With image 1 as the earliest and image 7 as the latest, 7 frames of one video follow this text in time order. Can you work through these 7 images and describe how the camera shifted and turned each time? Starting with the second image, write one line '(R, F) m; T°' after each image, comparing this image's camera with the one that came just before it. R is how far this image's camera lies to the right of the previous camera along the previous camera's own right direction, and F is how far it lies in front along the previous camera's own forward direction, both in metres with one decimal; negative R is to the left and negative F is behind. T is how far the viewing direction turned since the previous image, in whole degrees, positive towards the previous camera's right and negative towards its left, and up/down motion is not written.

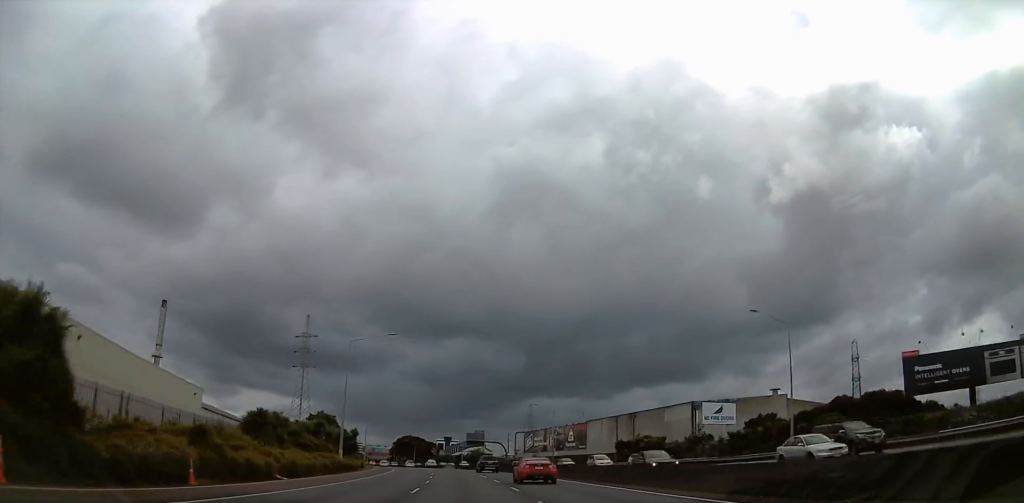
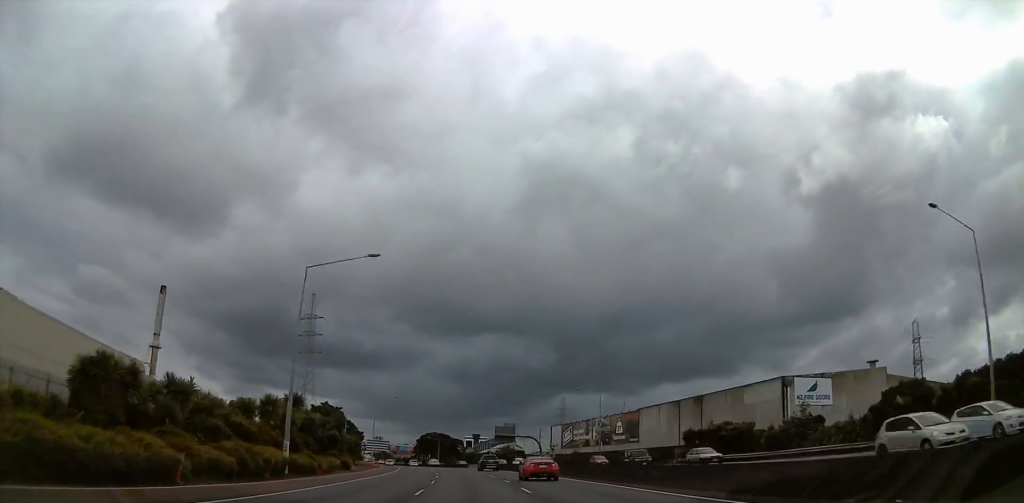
(0.0, +21.2) m; -1°
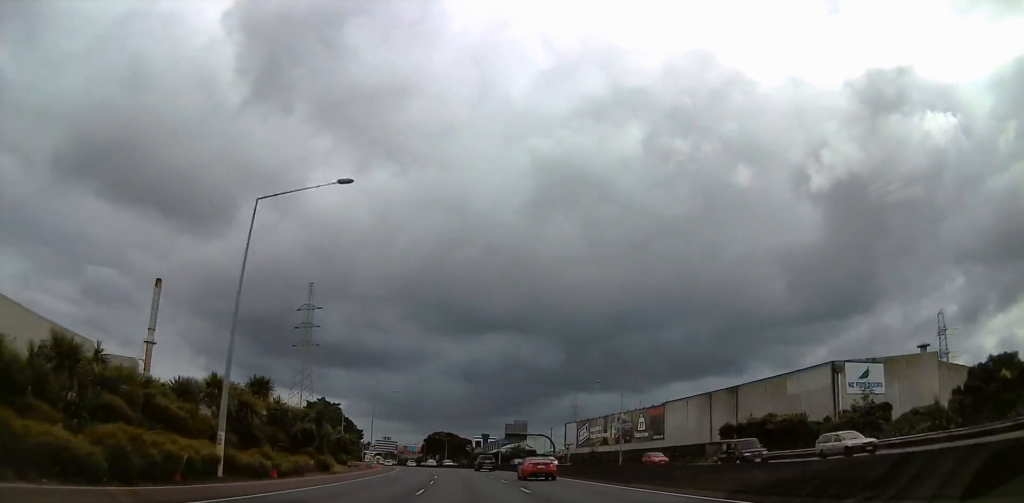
(-0.1, +9.8) m; -1°
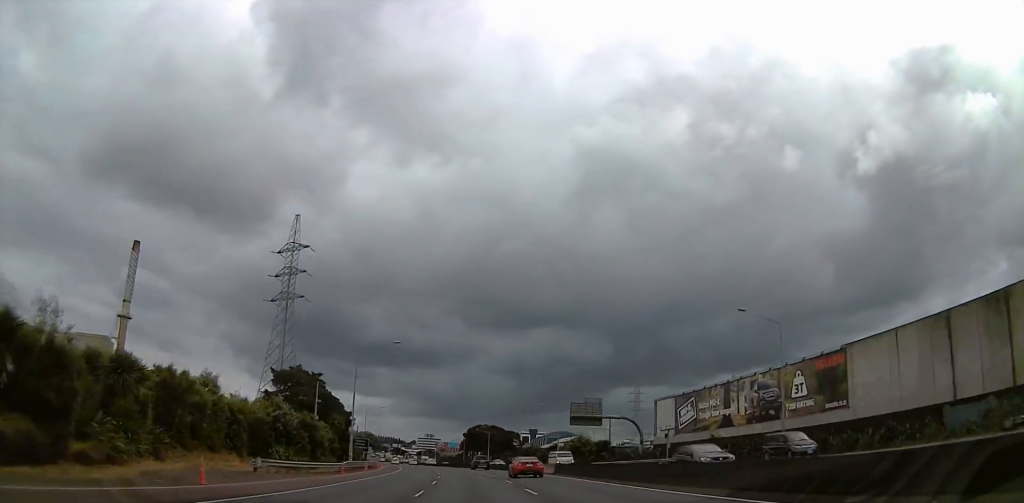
(-1.6, +40.9) m; -4°
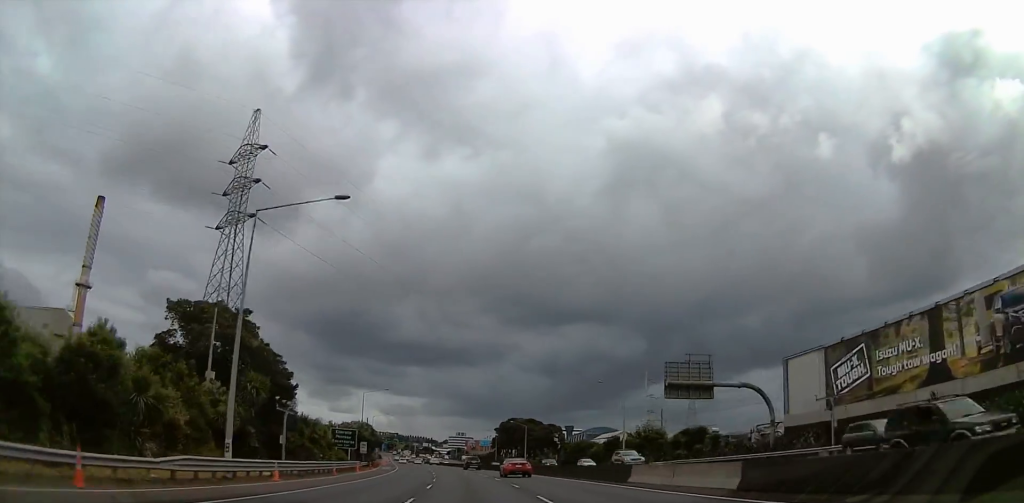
(-1.0, +33.7) m; -4°
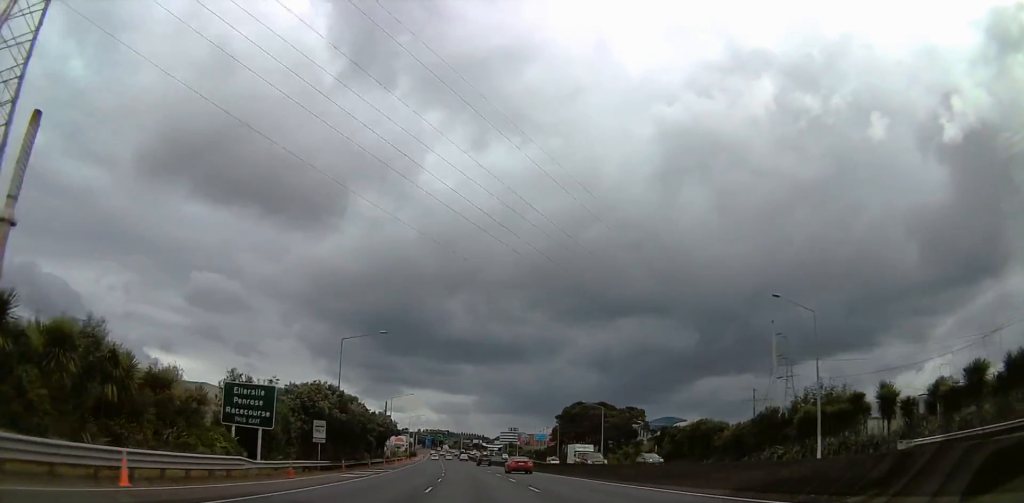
(-0.5, +43.3) m; -4°
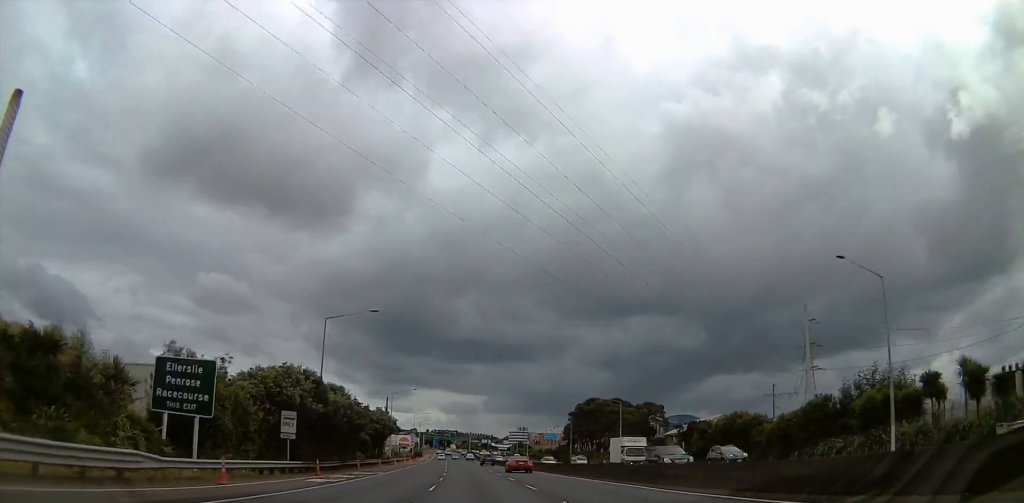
(-0.2, +8.8) m; -1°
